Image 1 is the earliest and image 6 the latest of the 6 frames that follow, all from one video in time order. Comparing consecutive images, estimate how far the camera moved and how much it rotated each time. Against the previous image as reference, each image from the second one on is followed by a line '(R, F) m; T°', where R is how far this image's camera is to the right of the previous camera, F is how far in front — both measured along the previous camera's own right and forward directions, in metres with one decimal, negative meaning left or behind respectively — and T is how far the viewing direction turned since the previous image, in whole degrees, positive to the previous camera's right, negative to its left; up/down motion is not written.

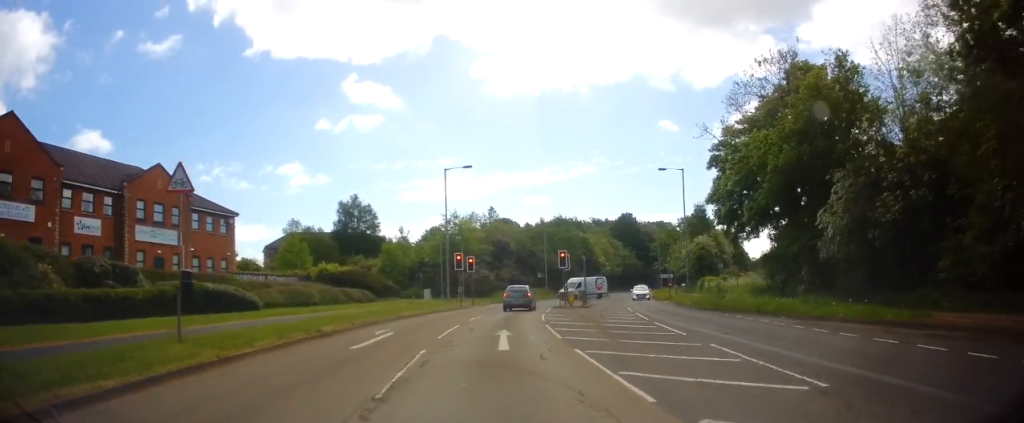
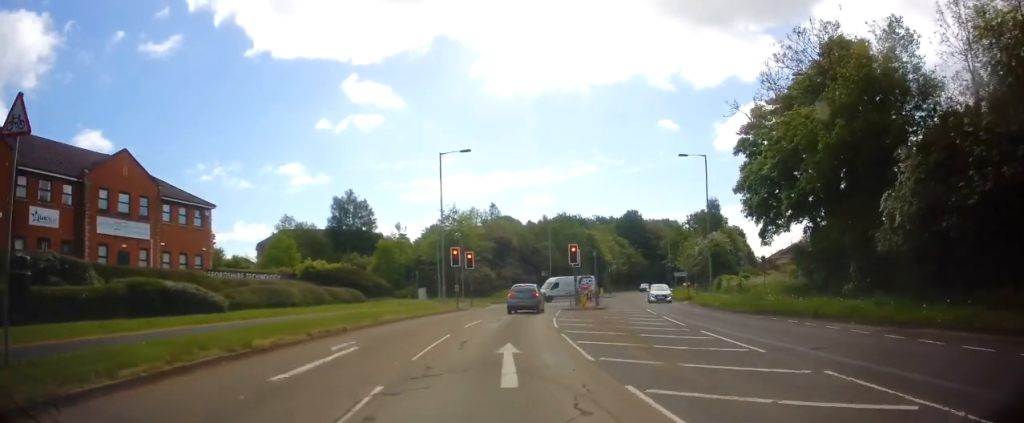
(0.0, +4.7) m; -2°
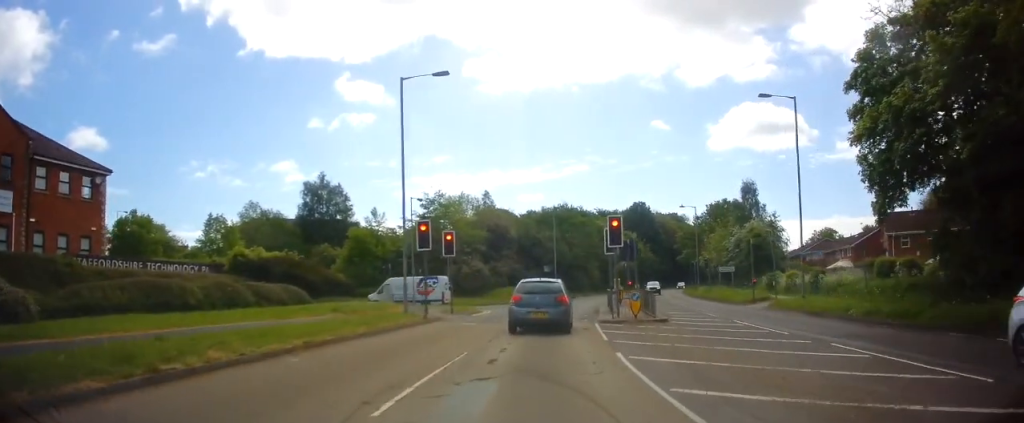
(-0.1, +13.5) m; +3°
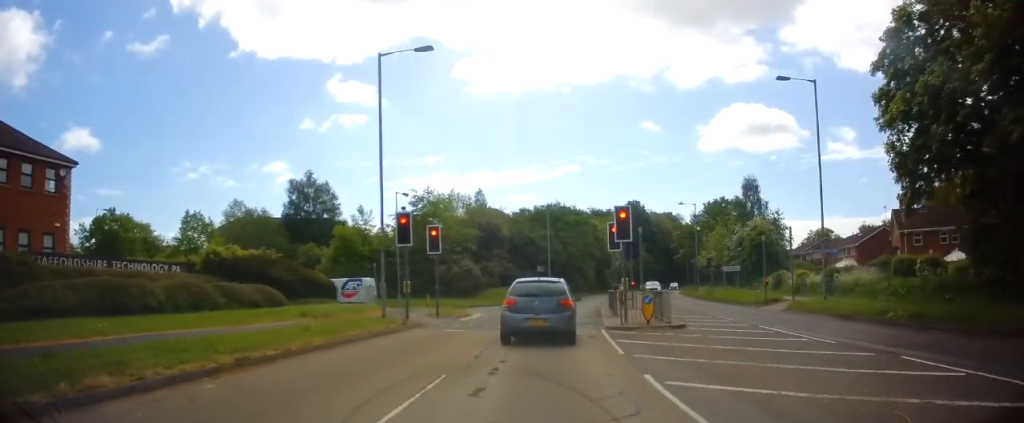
(+0.2, +2.8) m; -4°
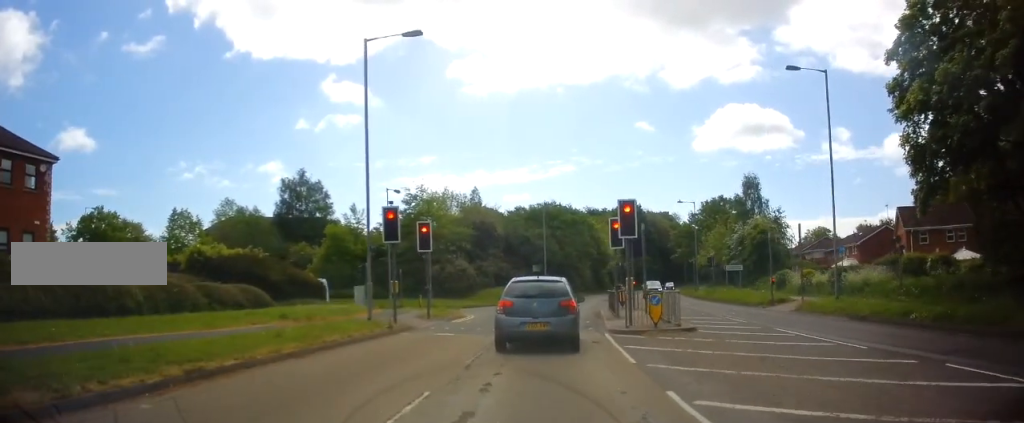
(-0.1, +1.4) m; -2°
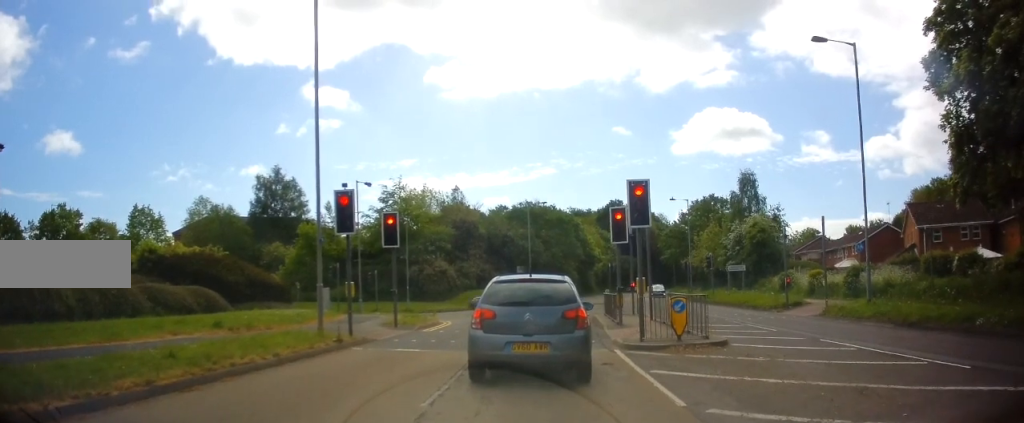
(0.0, +3.6) m; -4°
